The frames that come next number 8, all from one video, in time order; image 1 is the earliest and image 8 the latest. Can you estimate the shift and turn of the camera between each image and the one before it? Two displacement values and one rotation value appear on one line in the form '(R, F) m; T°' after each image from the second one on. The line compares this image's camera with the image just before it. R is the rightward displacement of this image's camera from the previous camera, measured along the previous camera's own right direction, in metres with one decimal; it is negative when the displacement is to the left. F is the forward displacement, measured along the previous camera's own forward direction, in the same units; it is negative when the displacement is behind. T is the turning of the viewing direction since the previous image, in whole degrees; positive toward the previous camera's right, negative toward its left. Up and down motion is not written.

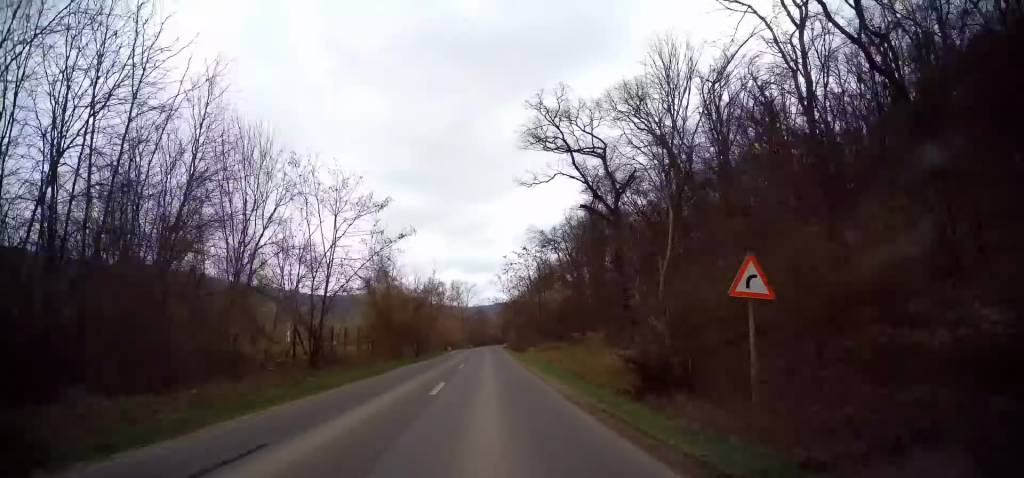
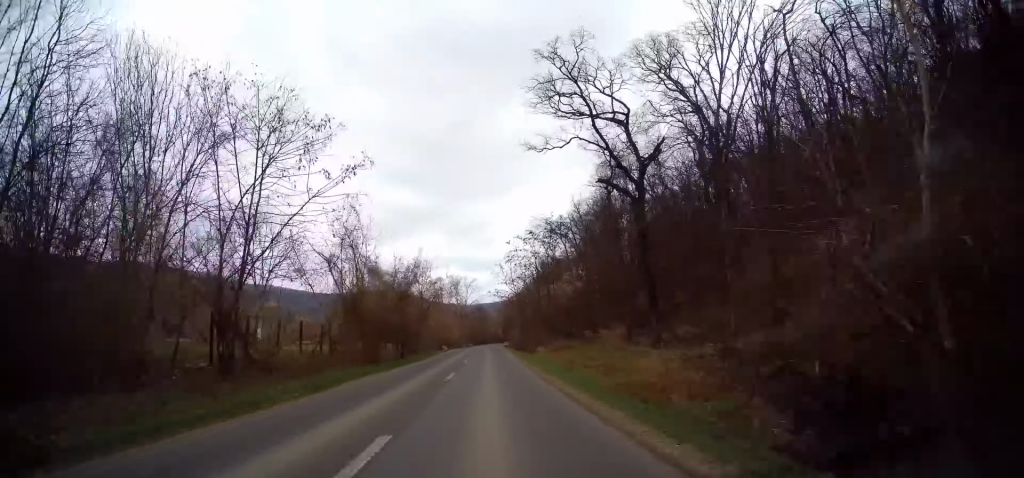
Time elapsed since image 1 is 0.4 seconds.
(-0.4, +8.7) m; -1°
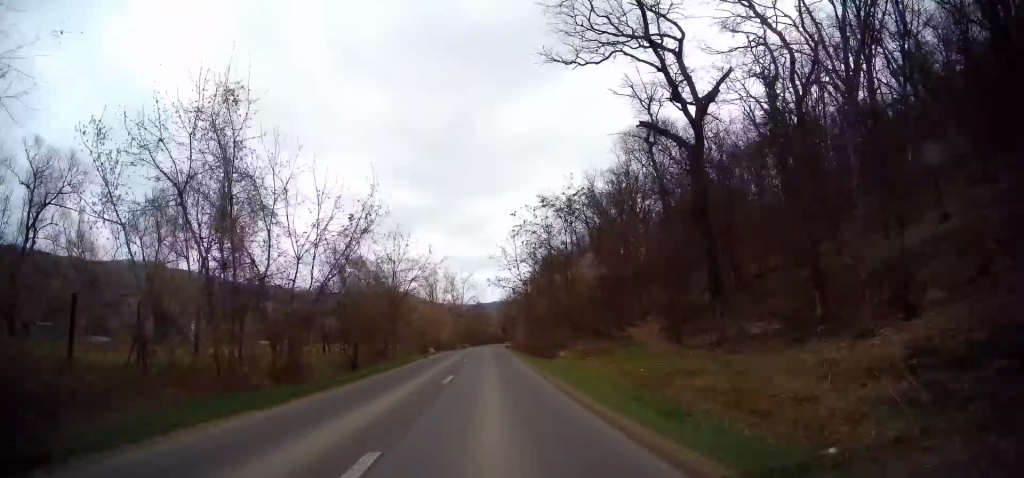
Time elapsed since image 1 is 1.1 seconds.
(+0.1, +13.4) m; +1°
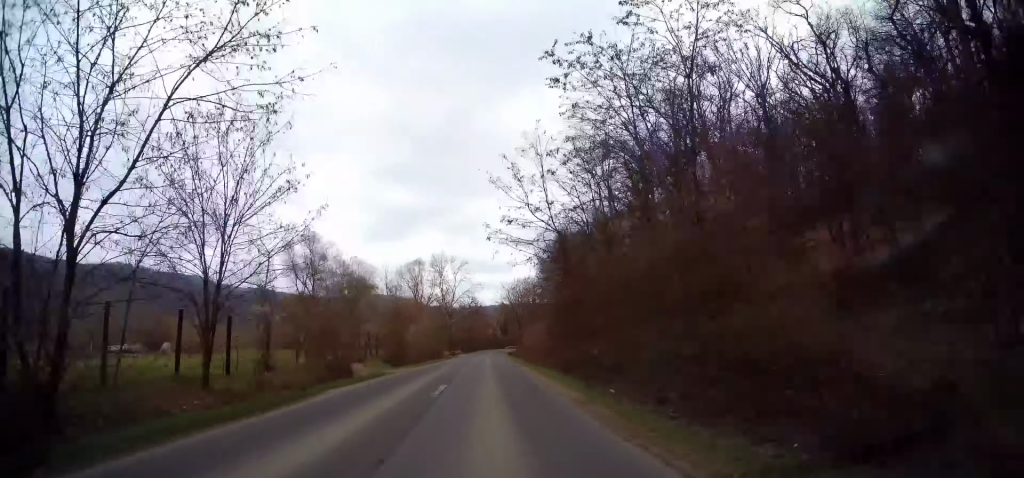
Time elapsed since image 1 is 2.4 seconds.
(+0.5, +26.7) m; +1°
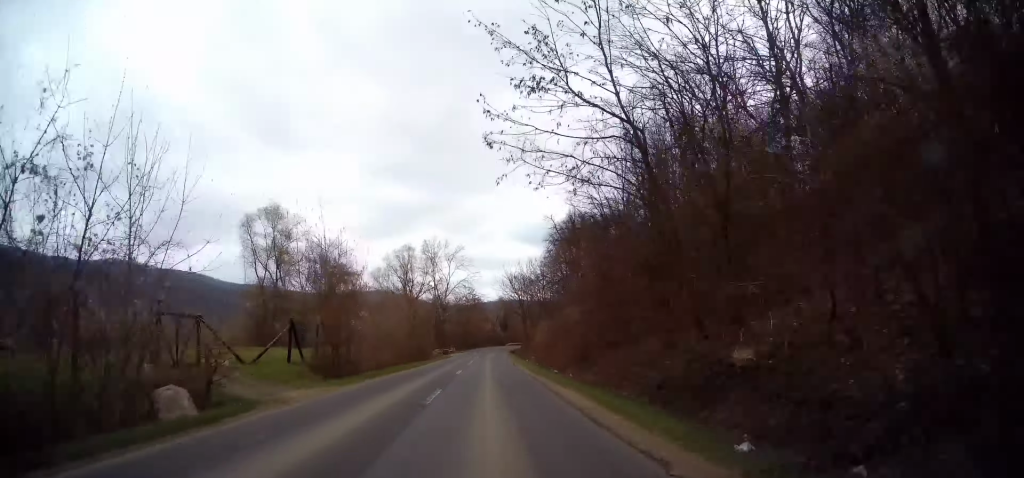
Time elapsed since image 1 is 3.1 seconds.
(0.0, +13.3) m; 0°
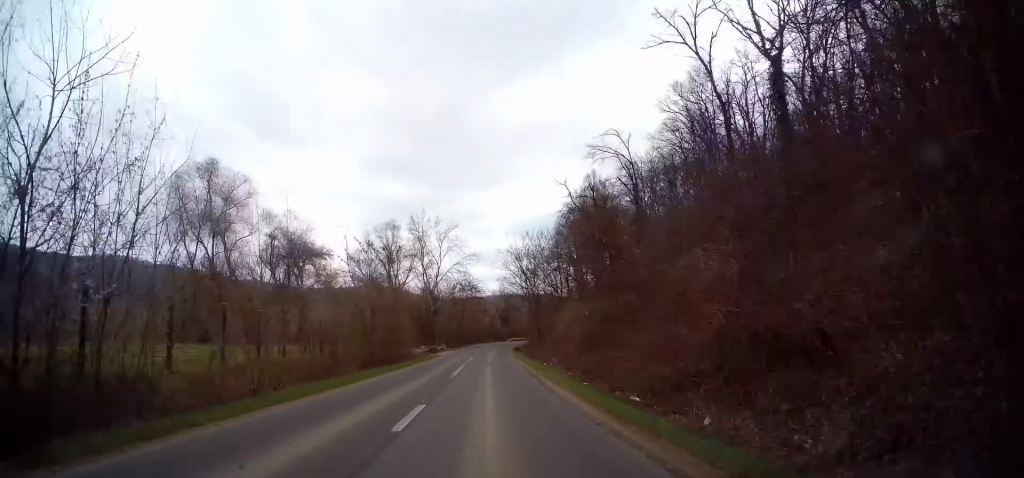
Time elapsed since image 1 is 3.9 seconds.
(0.0, +15.3) m; 0°
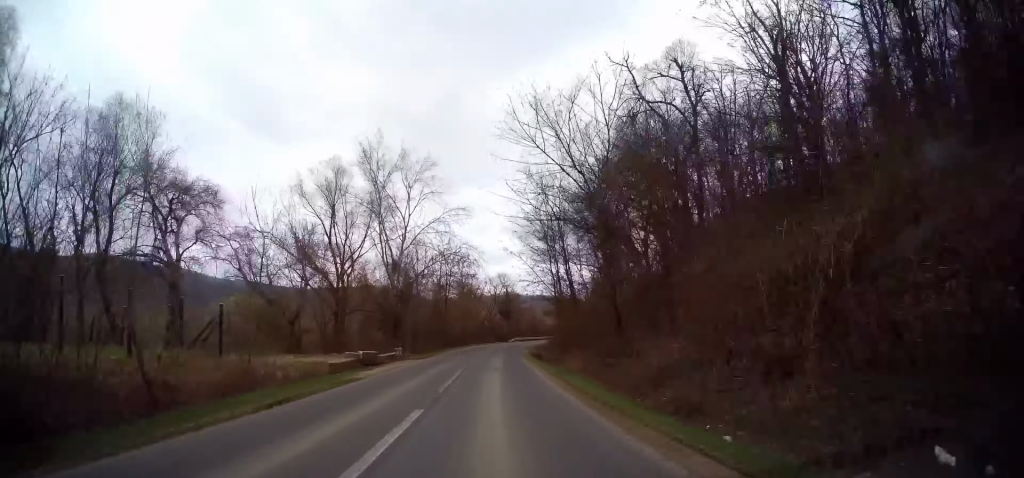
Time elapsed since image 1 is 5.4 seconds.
(0.0, +29.8) m; 0°
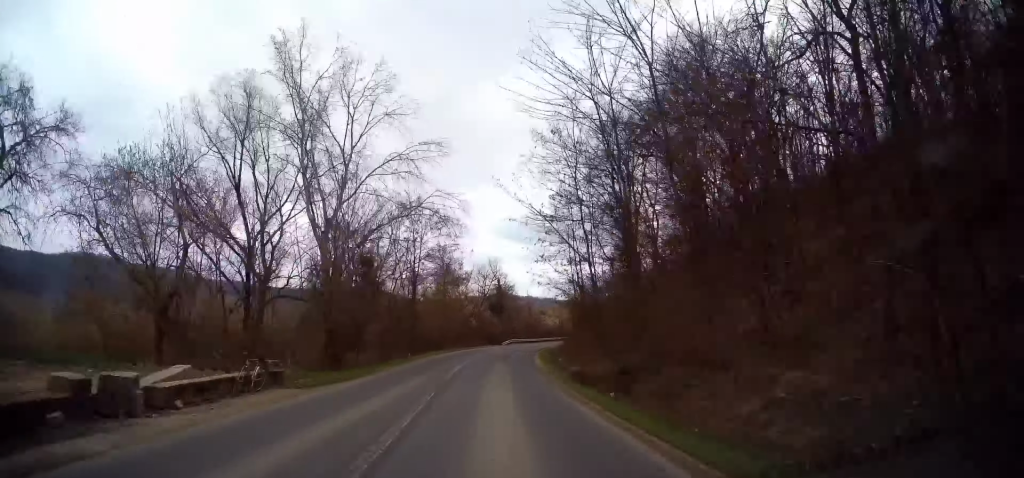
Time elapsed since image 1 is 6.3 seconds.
(0.0, +18.9) m; +2°
